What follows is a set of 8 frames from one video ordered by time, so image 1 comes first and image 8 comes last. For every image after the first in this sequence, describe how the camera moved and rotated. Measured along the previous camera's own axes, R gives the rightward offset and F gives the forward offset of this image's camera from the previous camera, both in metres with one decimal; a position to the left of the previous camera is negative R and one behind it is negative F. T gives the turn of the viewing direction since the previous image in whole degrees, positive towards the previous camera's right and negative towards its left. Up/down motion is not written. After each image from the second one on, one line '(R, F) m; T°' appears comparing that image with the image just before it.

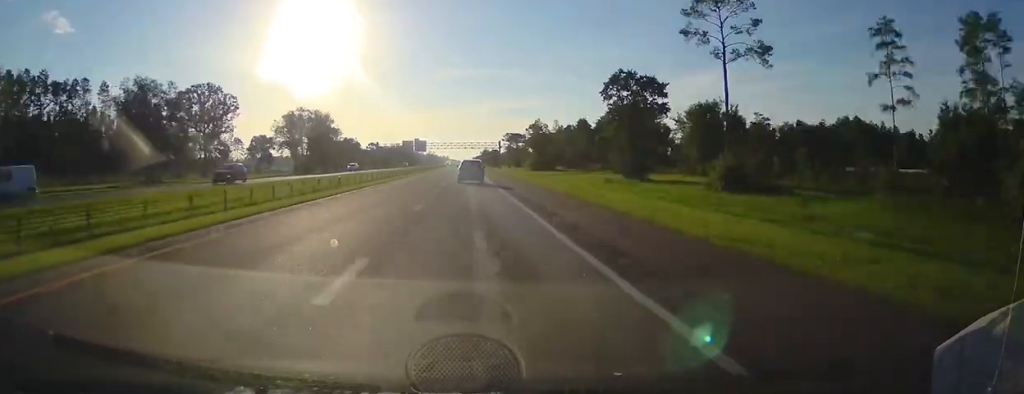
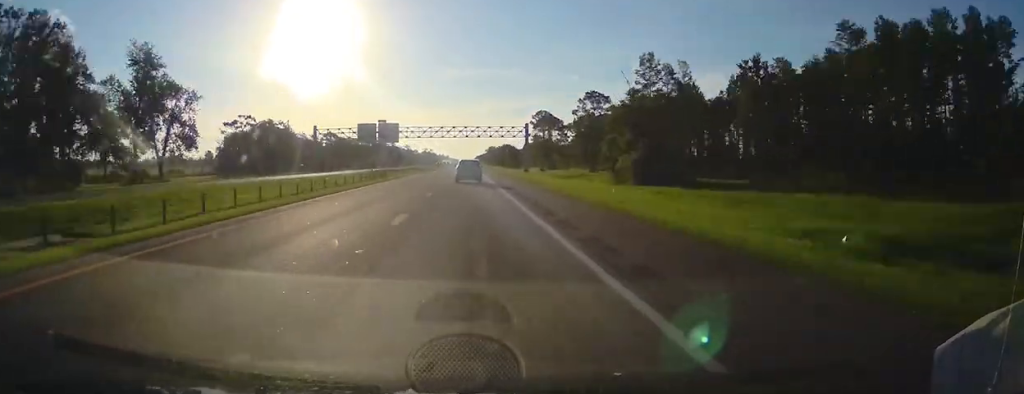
(+1.1, +118.9) m; 0°
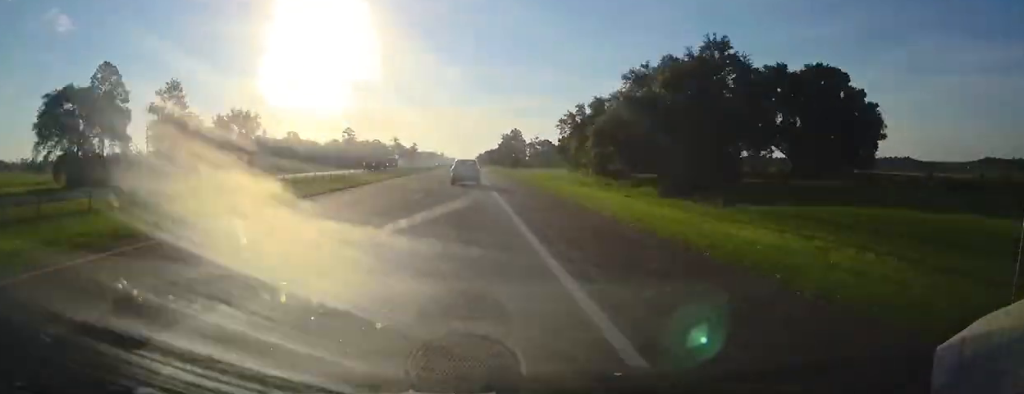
(-2.1, +233.8) m; 0°
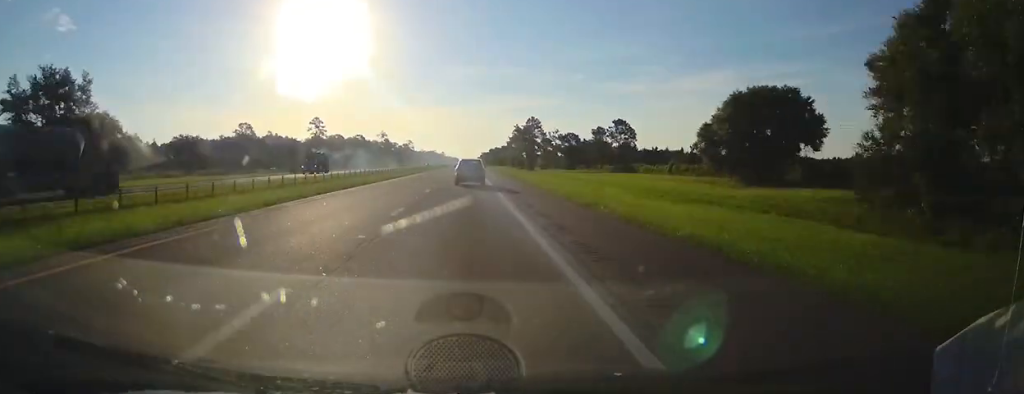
(-0.1, +45.6) m; 0°
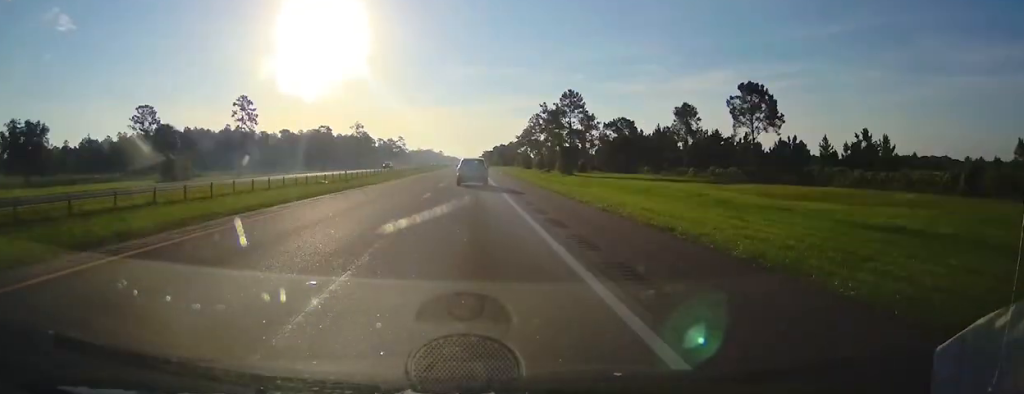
(+0.1, +58.7) m; 0°
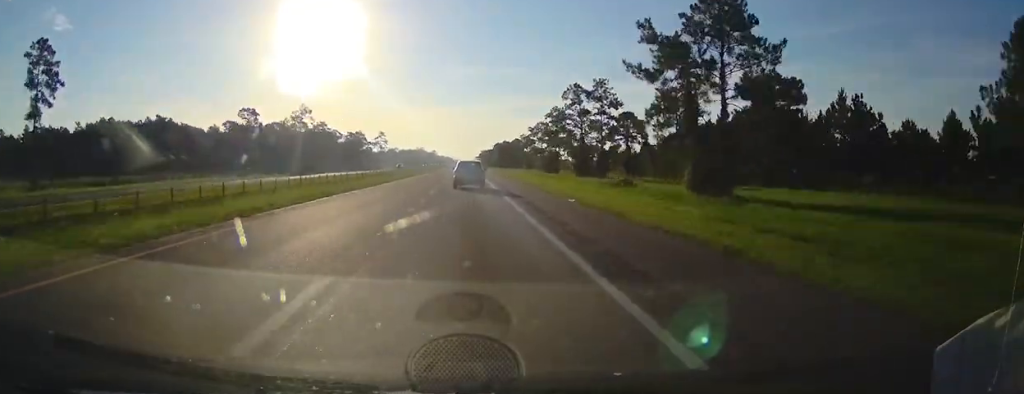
(-0.1, +63.3) m; 0°
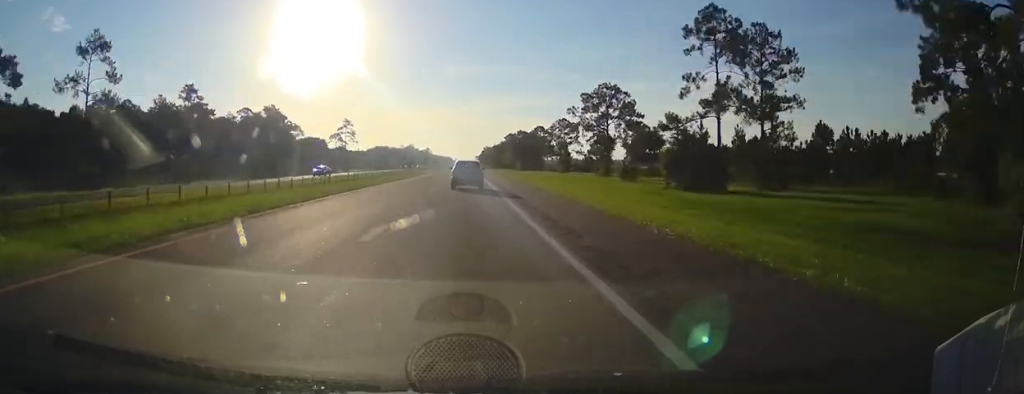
(+0.6, +87.8) m; 0°
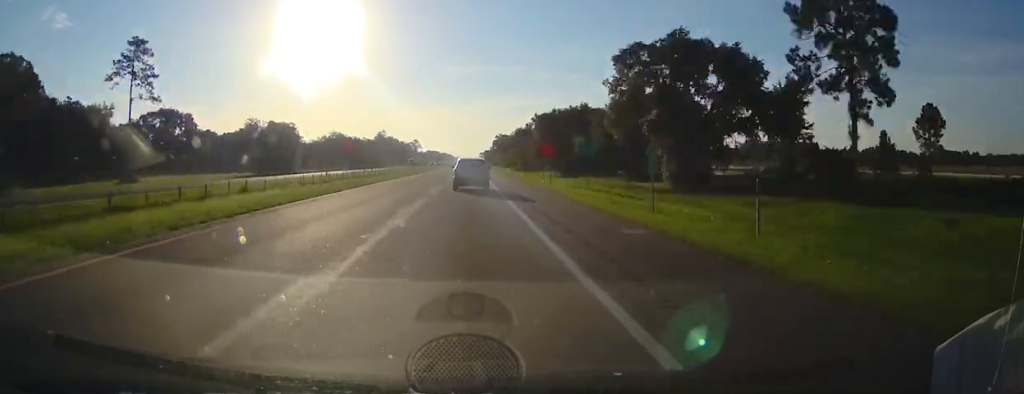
(-0.3, +149.9) m; 0°
